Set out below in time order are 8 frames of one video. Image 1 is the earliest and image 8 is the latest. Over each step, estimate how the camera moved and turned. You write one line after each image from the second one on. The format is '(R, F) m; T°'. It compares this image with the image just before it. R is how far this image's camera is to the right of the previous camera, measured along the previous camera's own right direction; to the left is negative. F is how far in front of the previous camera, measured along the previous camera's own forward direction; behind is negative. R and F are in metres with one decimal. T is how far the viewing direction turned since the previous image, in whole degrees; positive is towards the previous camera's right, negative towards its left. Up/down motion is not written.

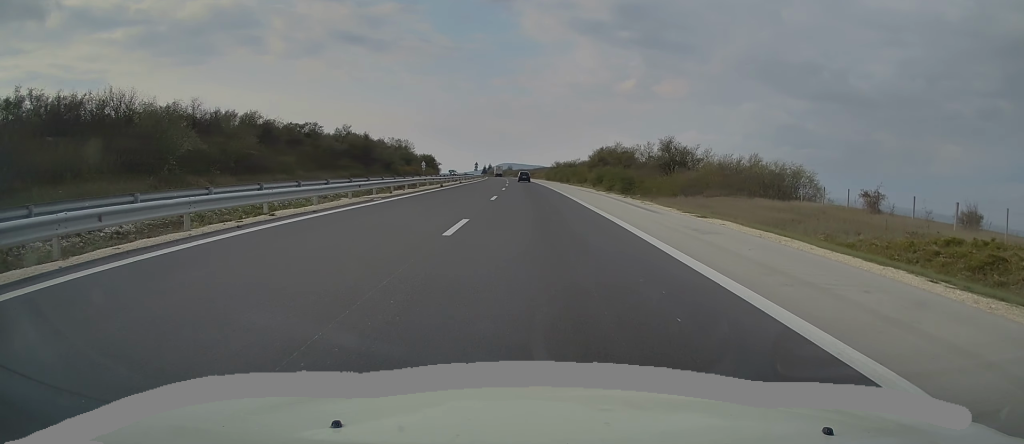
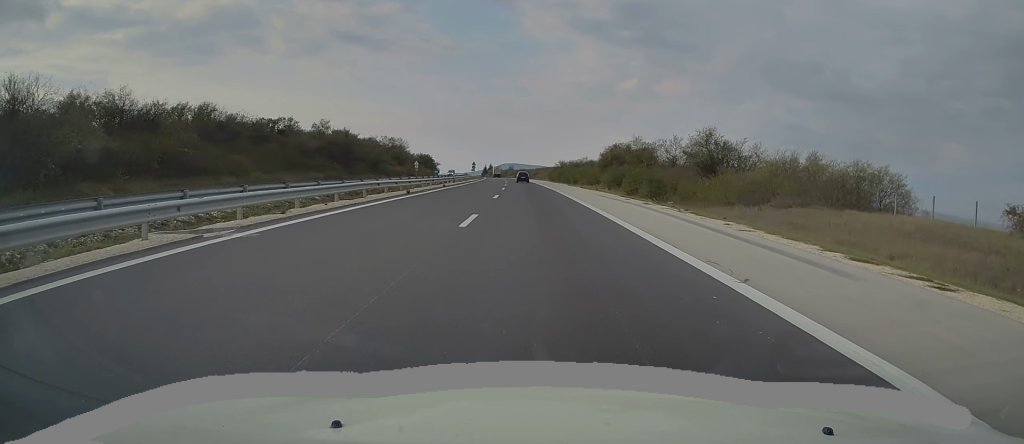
(-0.3, +13.7) m; 0°
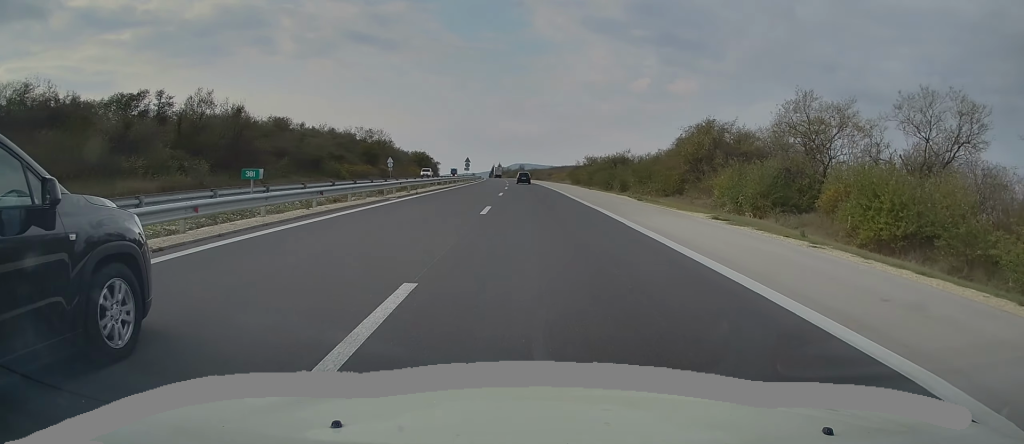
(+0.1, +42.8) m; -1°
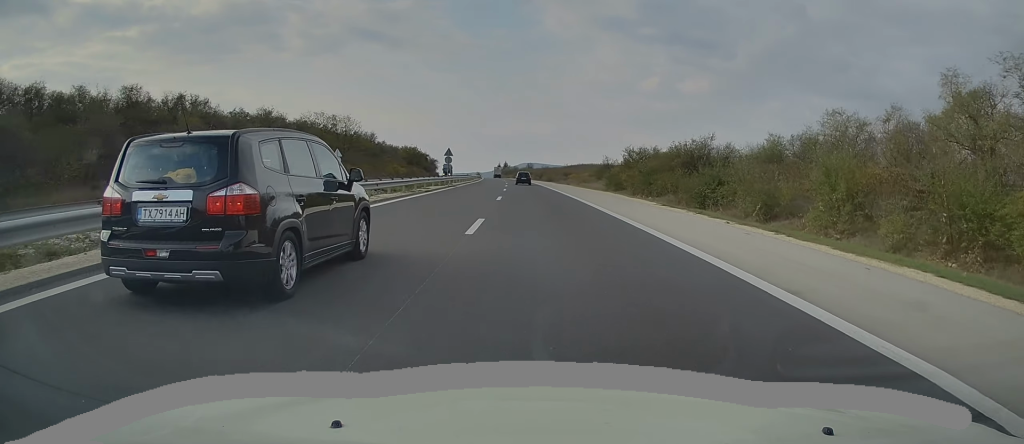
(-0.6, +37.8) m; -1°
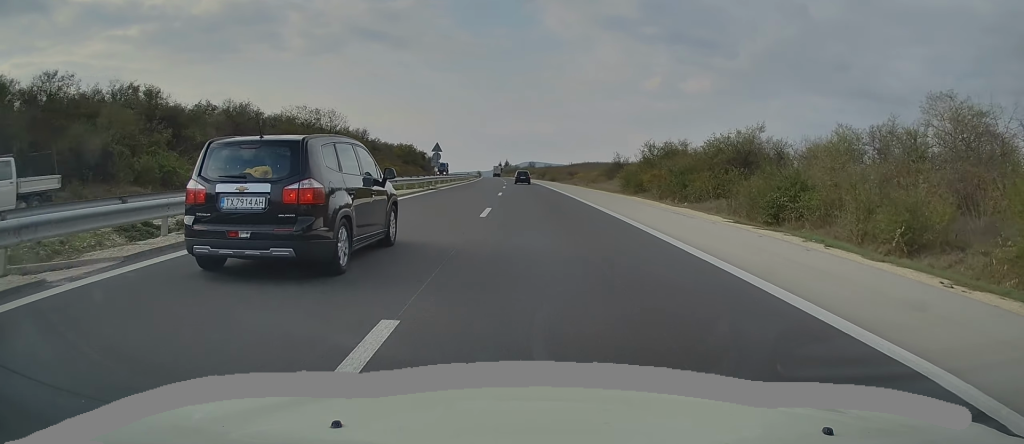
(0.0, +11.2) m; 0°
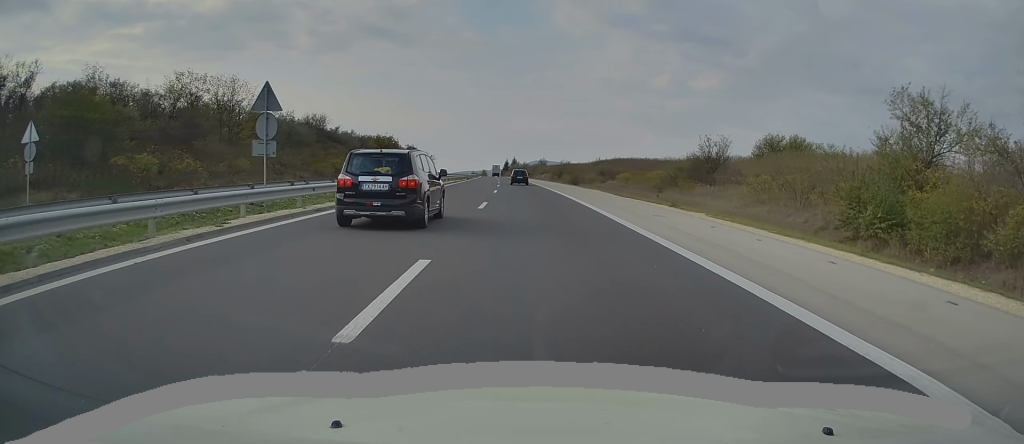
(0.0, +44.1) m; -1°
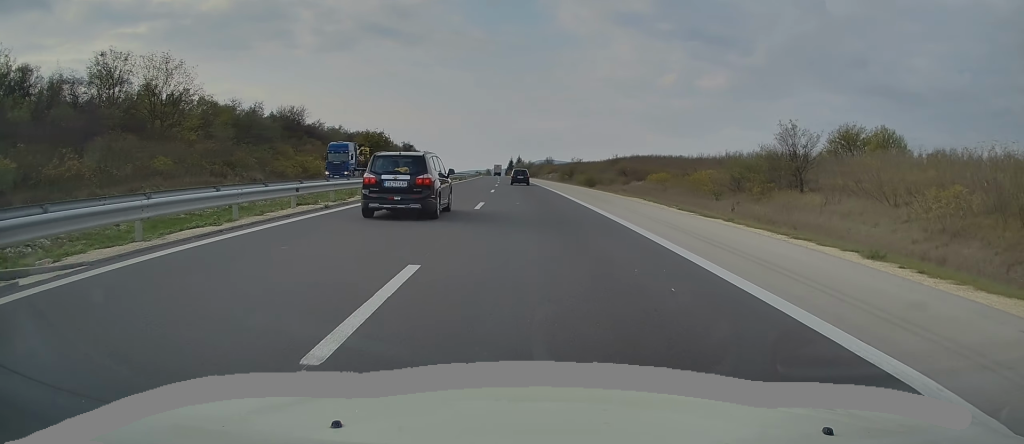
(-0.2, +16.4) m; -1°
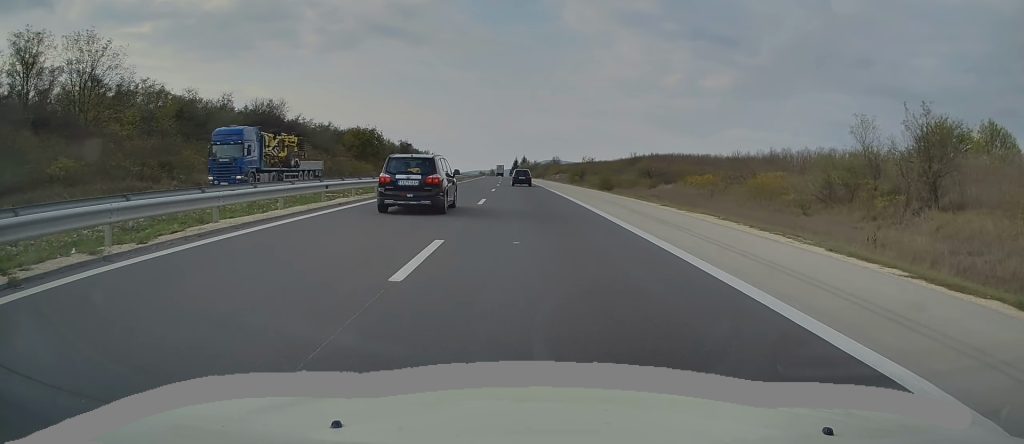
(-0.1, +12.9) m; 0°
